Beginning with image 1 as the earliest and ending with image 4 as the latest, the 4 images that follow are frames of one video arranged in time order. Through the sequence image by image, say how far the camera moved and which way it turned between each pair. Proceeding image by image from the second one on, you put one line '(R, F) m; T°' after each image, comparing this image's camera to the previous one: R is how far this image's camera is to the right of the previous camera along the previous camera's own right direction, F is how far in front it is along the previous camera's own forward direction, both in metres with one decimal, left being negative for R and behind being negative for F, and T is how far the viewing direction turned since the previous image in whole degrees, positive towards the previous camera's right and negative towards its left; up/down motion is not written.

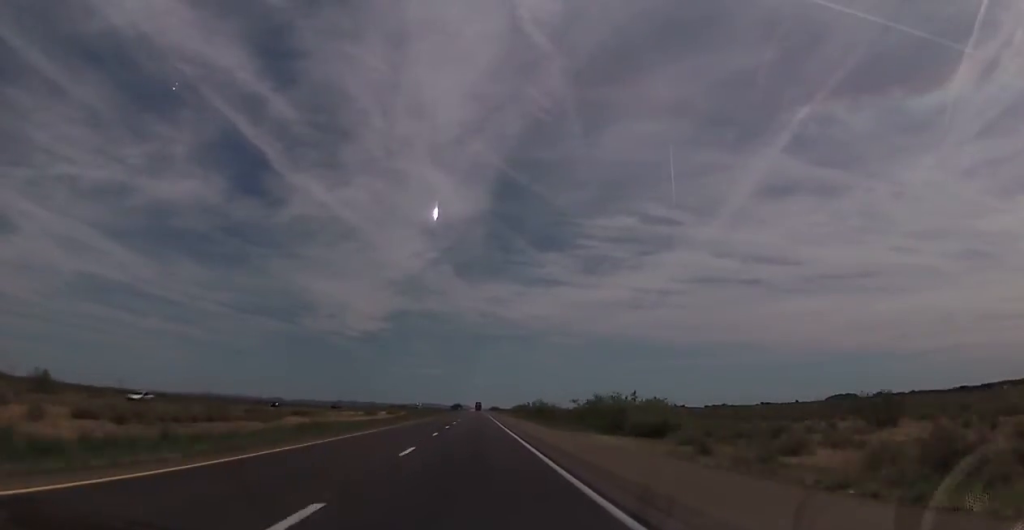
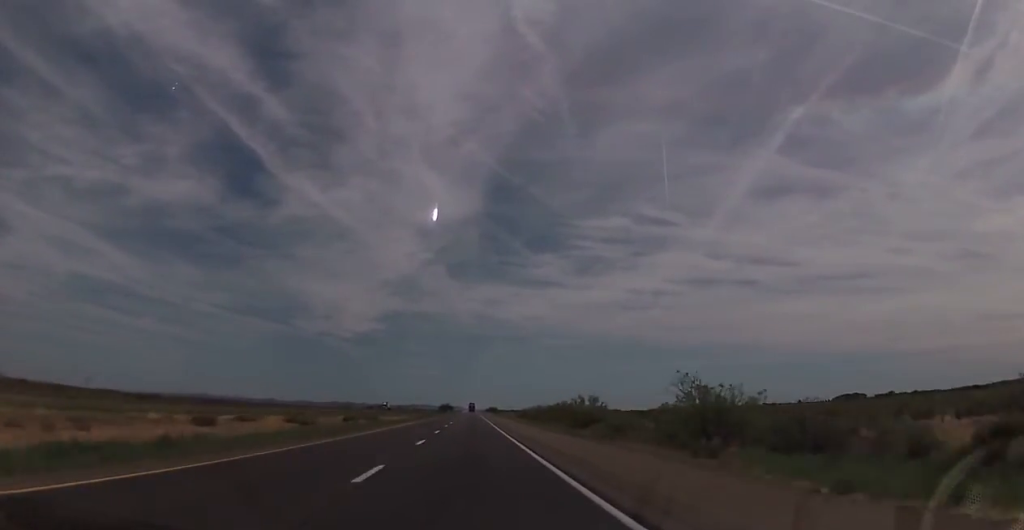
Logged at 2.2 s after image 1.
(-0.7, +80.7) m; 0°
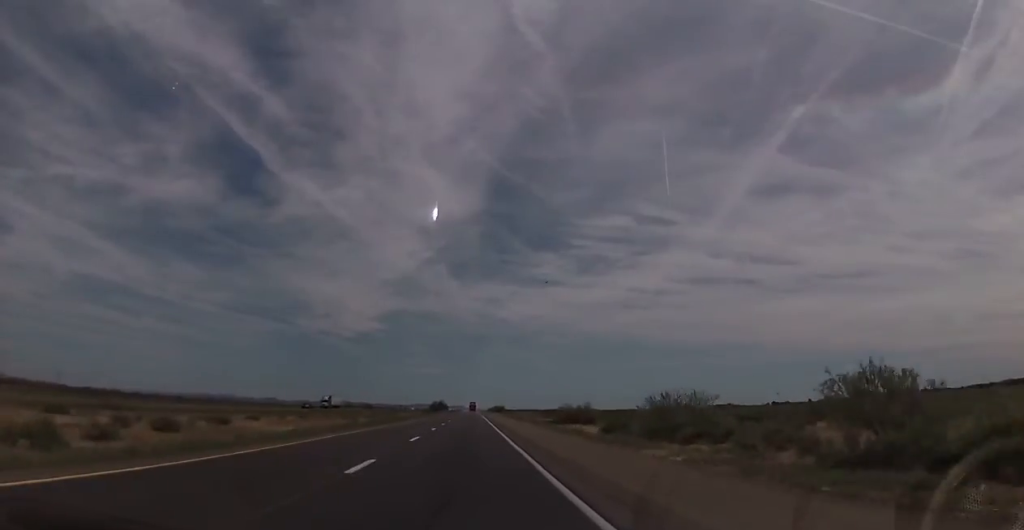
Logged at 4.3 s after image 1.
(0.0, +75.9) m; 0°
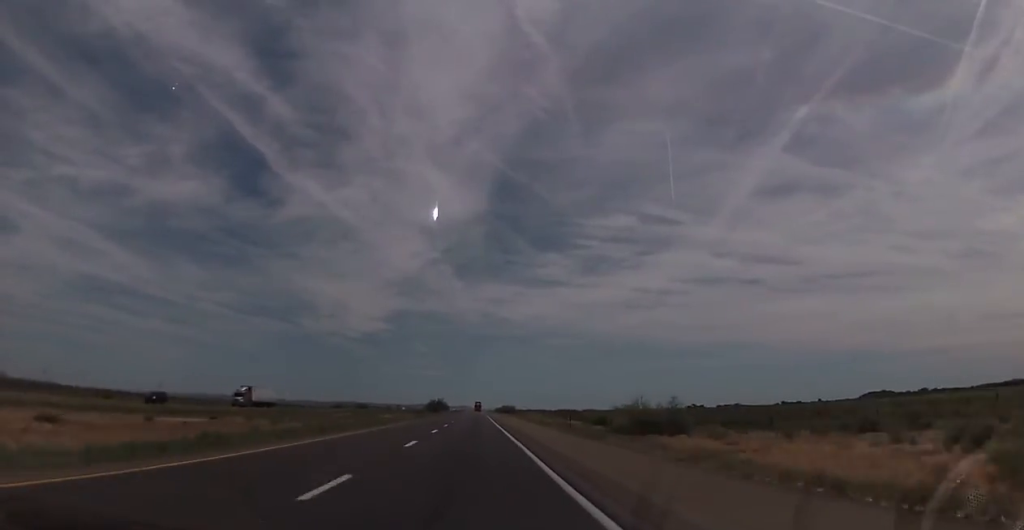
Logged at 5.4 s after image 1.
(+0.1, +44.6) m; 0°
